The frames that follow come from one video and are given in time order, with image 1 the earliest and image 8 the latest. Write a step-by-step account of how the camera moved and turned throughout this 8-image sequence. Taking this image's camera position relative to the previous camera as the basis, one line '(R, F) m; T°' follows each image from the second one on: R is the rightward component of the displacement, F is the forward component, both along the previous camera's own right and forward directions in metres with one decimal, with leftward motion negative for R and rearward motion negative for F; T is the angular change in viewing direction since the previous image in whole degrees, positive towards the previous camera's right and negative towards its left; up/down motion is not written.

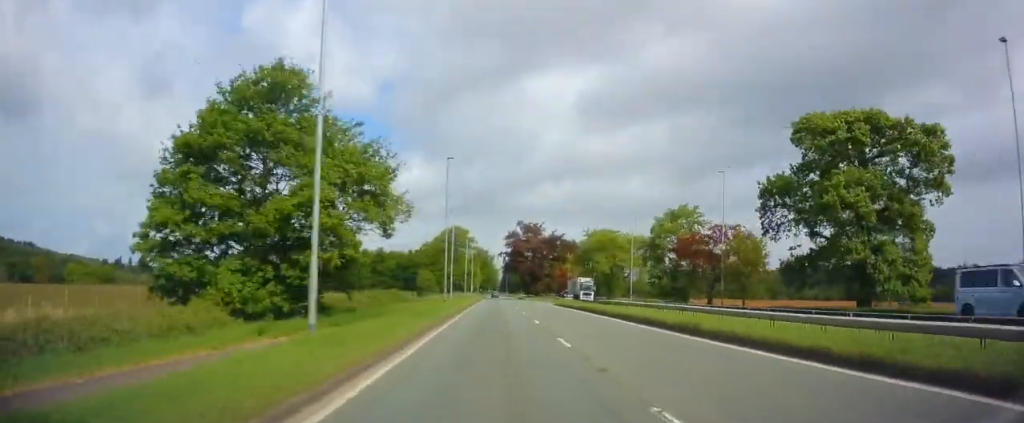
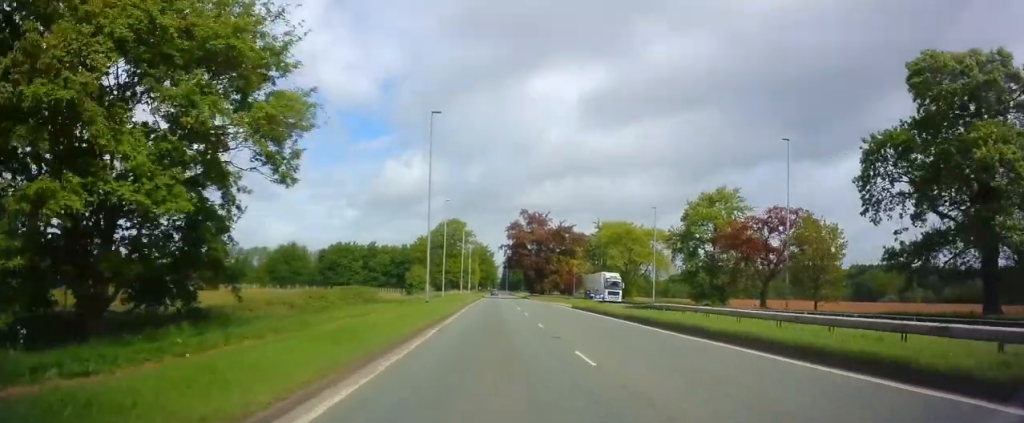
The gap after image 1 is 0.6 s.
(-0.1, +12.5) m; 0°
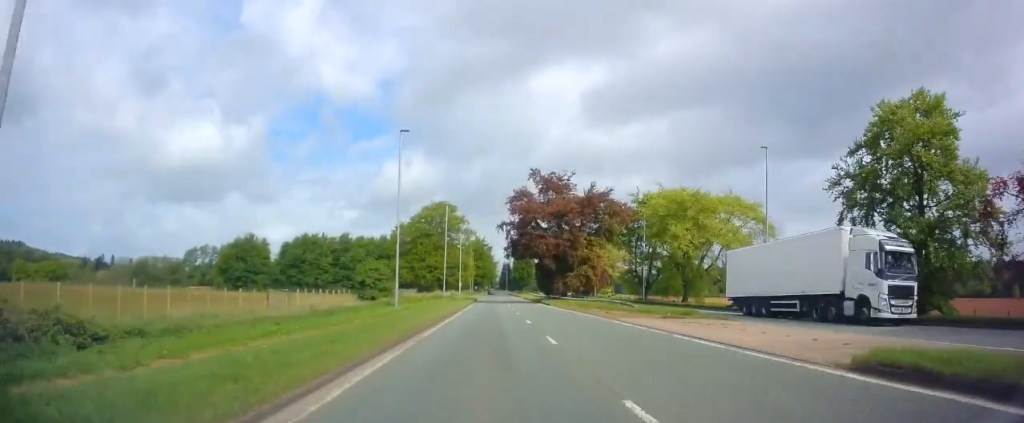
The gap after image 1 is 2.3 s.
(0.0, +32.2) m; 0°
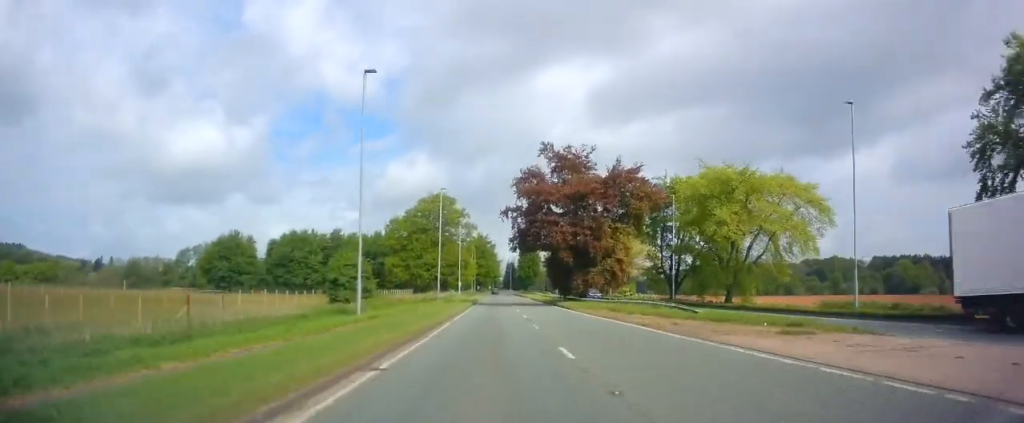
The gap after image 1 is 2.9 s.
(0.0, +11.4) m; 0°
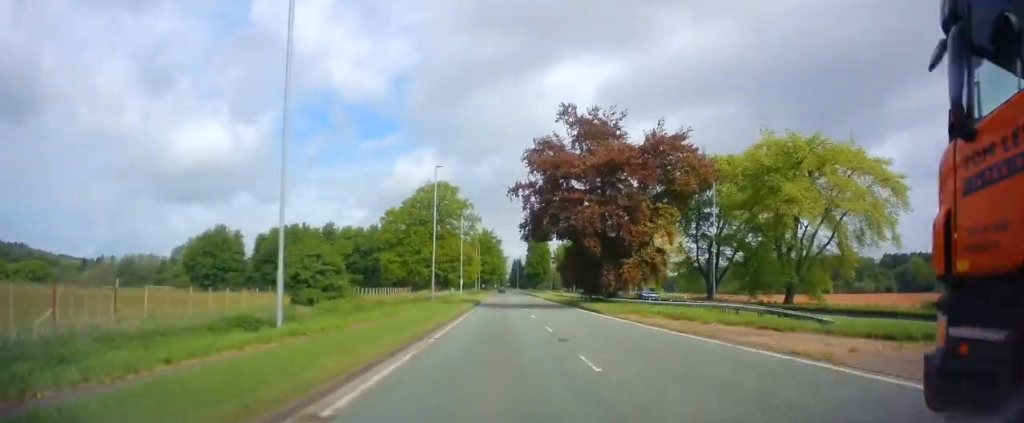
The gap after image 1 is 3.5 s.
(+0.1, +10.8) m; 0°
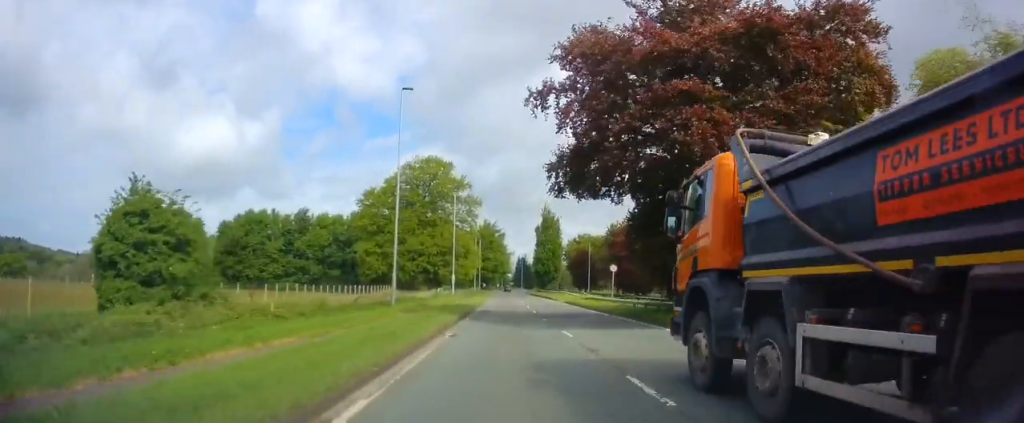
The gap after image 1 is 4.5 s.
(-0.1, +20.3) m; -1°
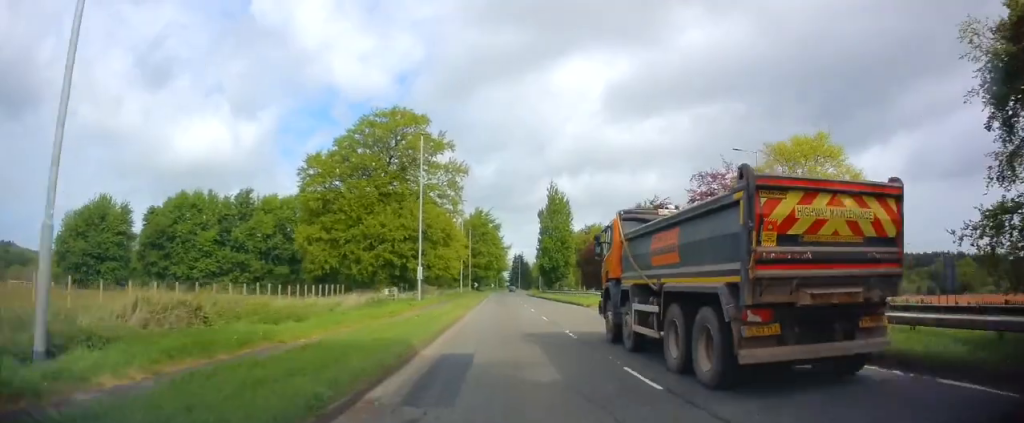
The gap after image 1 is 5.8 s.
(-0.2, +24.4) m; -1°
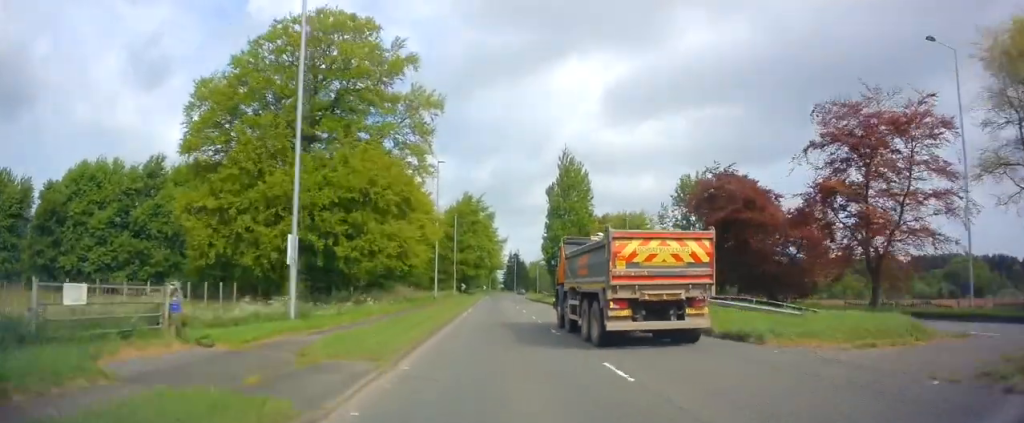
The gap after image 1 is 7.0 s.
(+0.2, +24.4) m; +1°
